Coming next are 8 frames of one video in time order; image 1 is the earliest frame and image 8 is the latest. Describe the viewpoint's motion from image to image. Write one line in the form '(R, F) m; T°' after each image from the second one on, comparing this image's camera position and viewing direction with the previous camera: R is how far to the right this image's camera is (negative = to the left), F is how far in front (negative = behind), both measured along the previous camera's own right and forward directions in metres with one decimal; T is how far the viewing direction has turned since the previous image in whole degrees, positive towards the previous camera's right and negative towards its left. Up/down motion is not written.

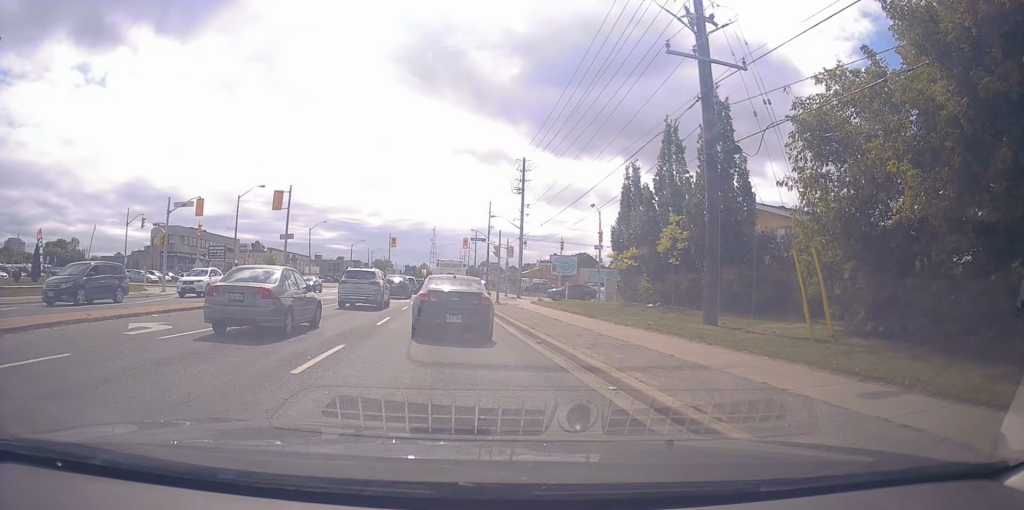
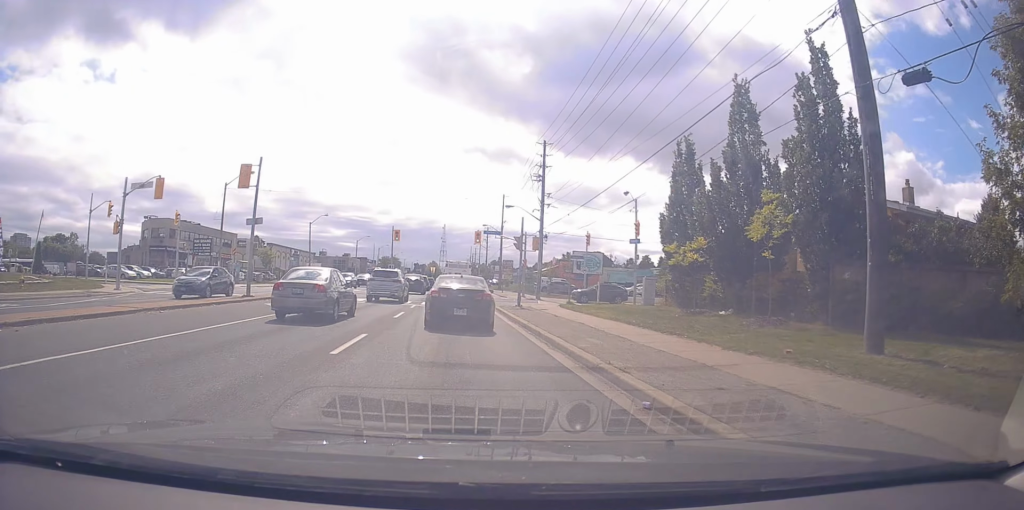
(-0.3, +6.3) m; 0°
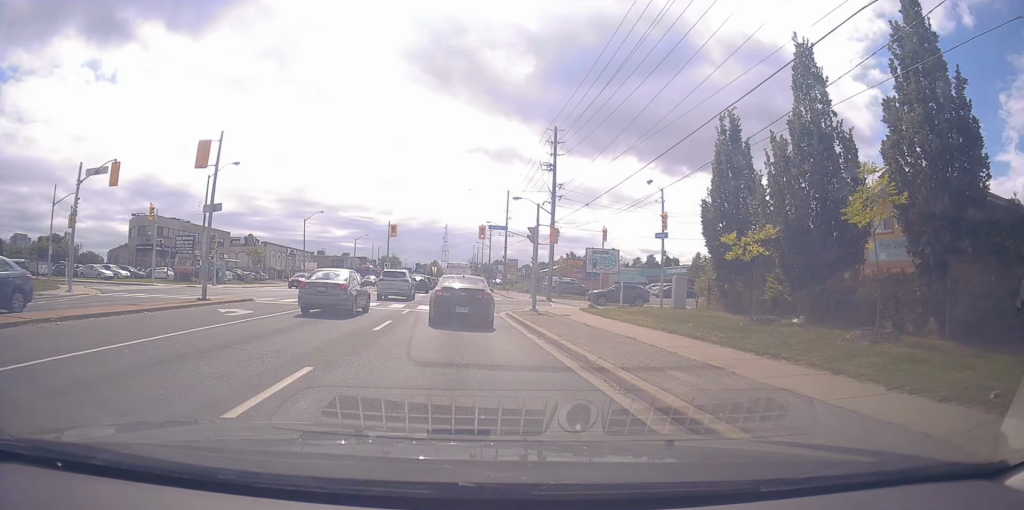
(+0.3, +4.4) m; +1°
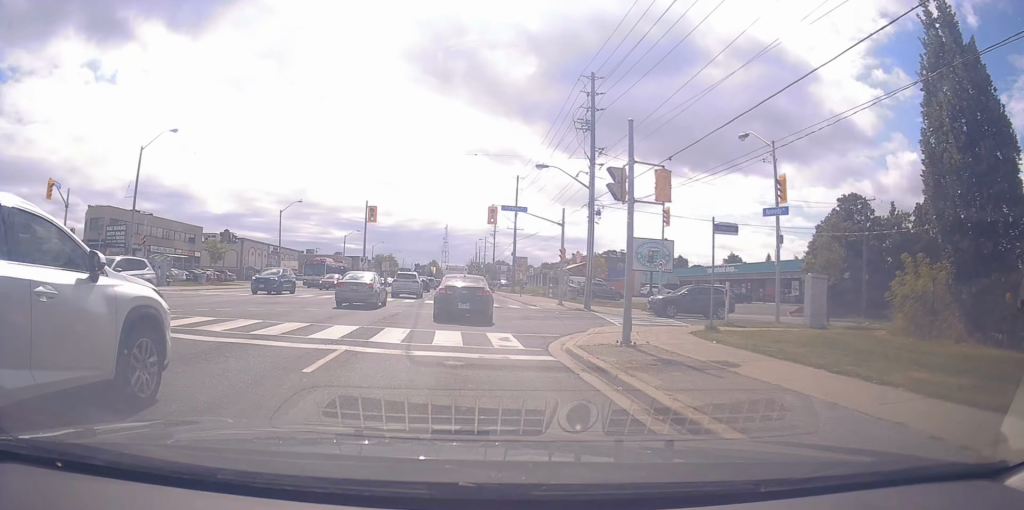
(-0.4, +12.6) m; -1°
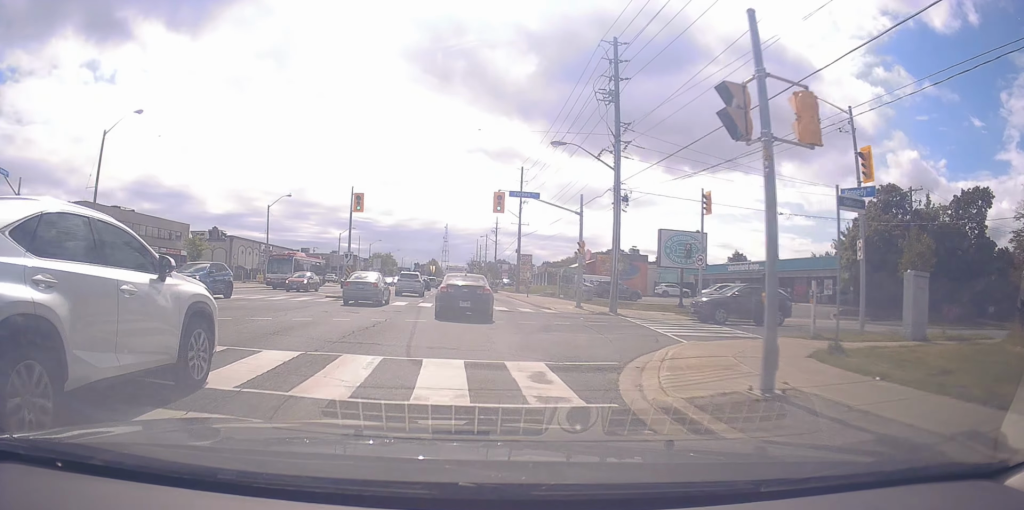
(0.0, +5.2) m; 0°
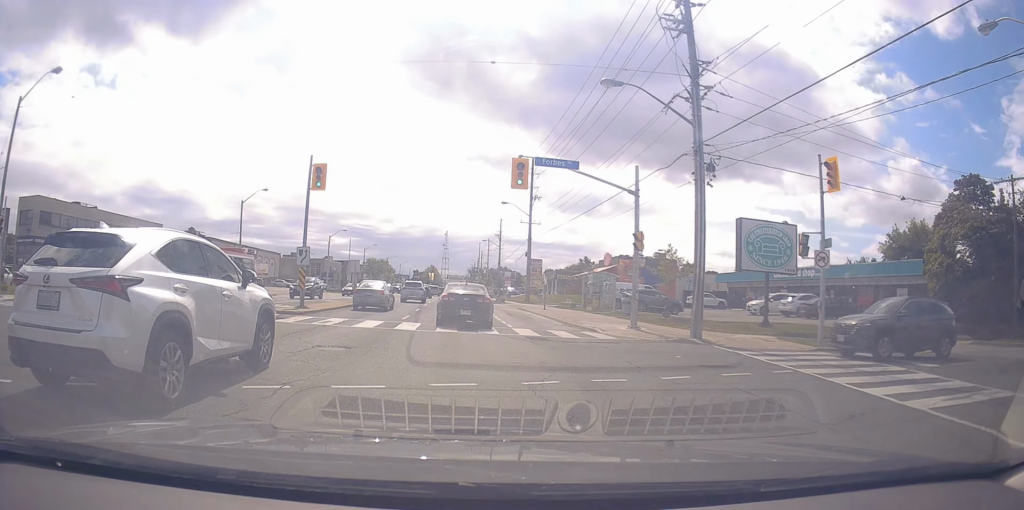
(0.0, +9.3) m; -2°
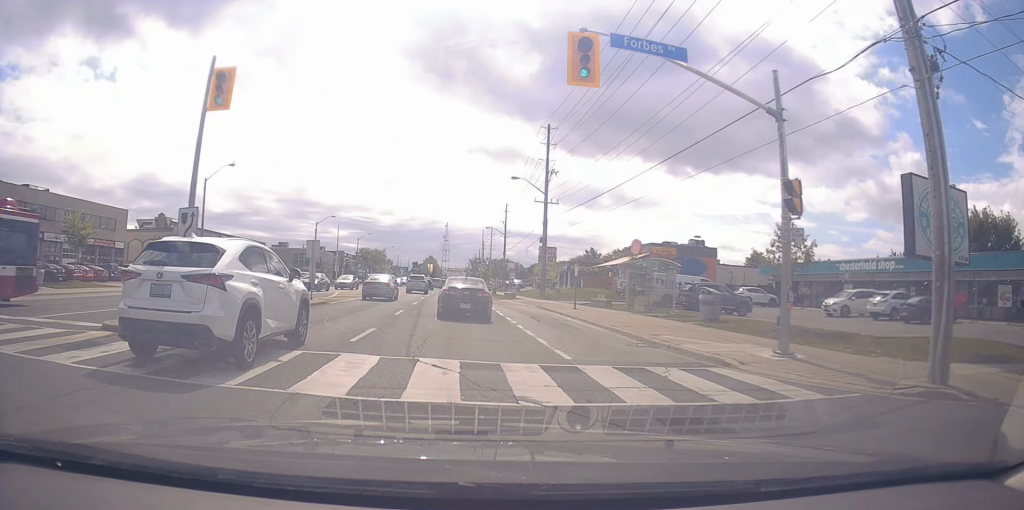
(-0.3, +10.0) m; -1°
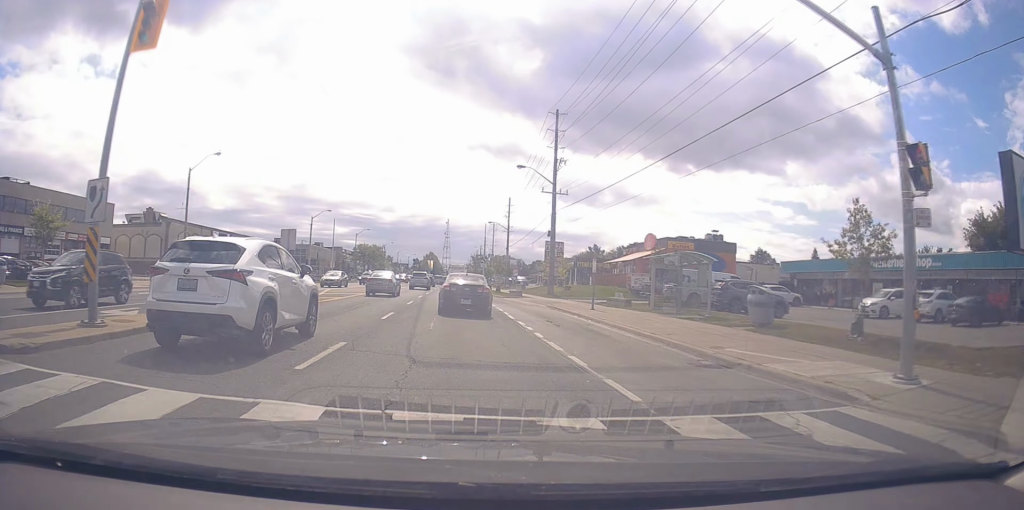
(0.0, +3.7) m; +1°
